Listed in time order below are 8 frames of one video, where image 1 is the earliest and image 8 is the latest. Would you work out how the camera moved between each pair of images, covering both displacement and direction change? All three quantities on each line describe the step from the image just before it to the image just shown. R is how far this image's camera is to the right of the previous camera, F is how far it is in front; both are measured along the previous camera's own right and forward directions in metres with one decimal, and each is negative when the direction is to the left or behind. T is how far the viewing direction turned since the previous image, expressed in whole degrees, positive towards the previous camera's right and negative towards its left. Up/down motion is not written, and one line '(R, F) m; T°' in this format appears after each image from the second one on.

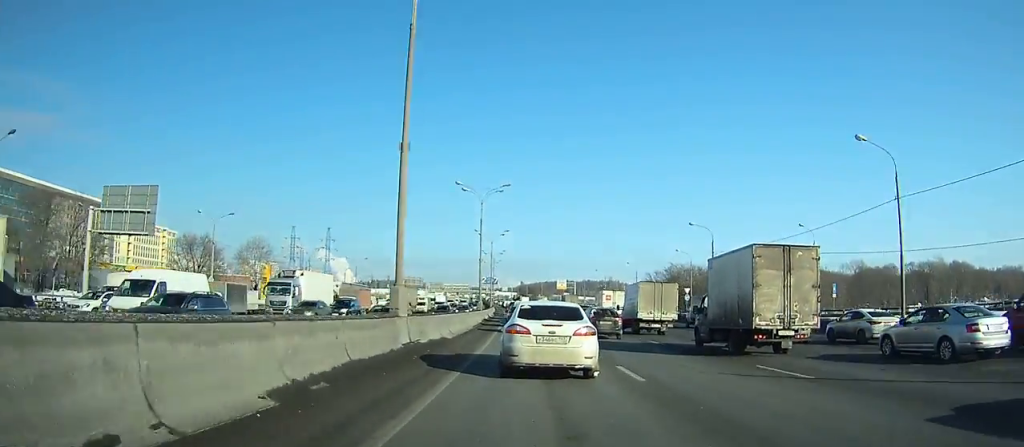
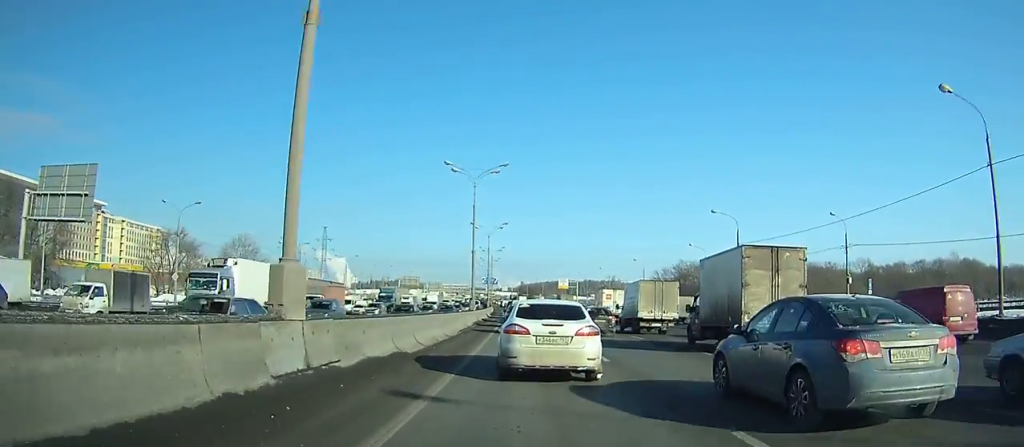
(+0.1, +7.8) m; 0°
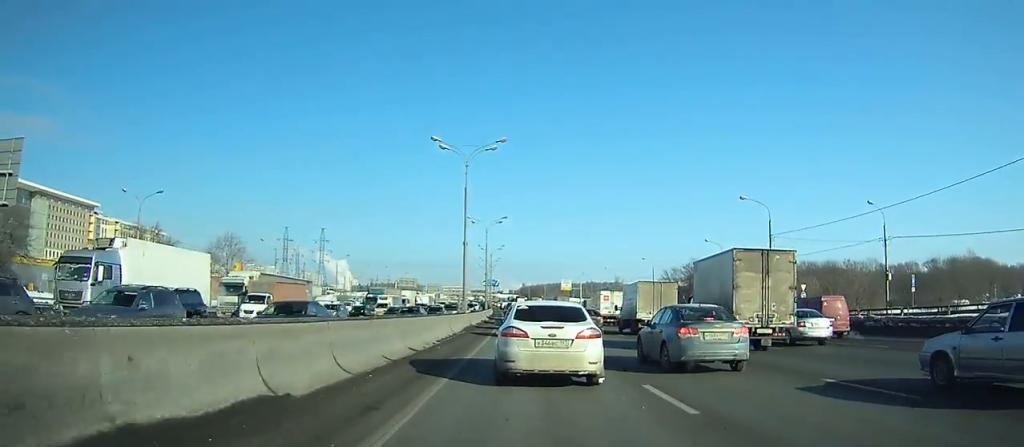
(0.0, +7.9) m; -1°
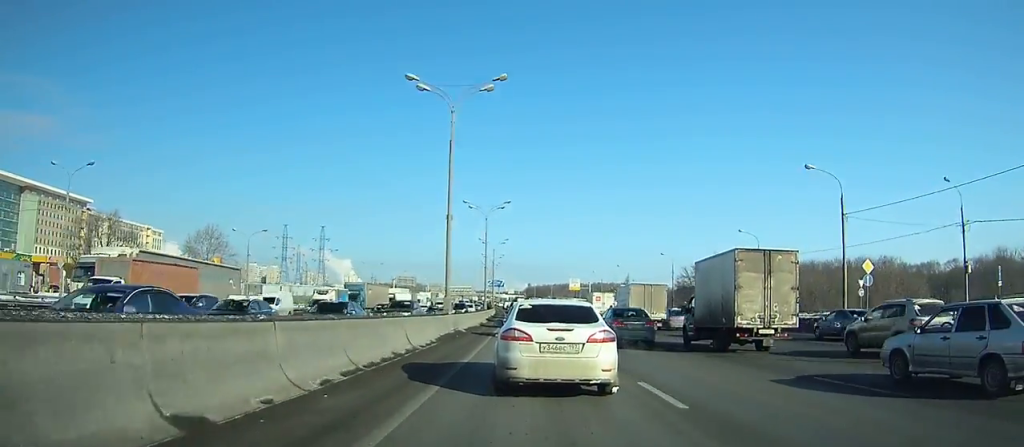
(-0.1, +11.9) m; -1°
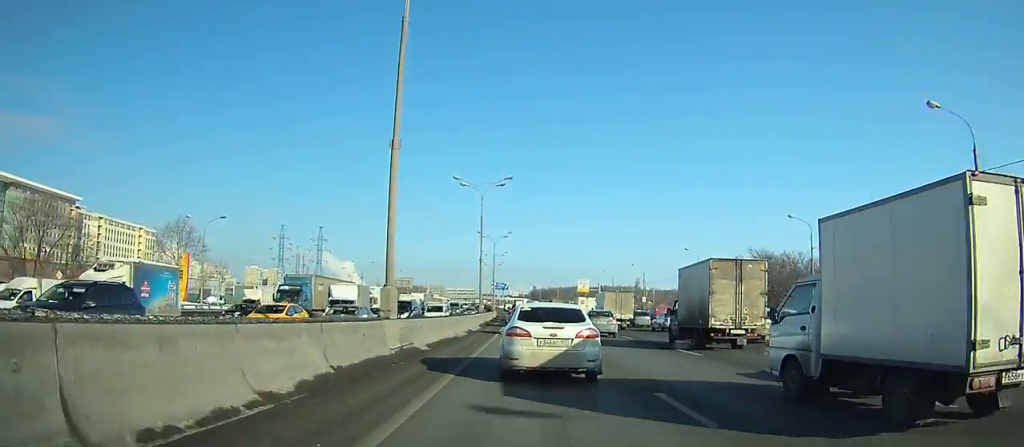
(-0.1, +14.2) m; 0°
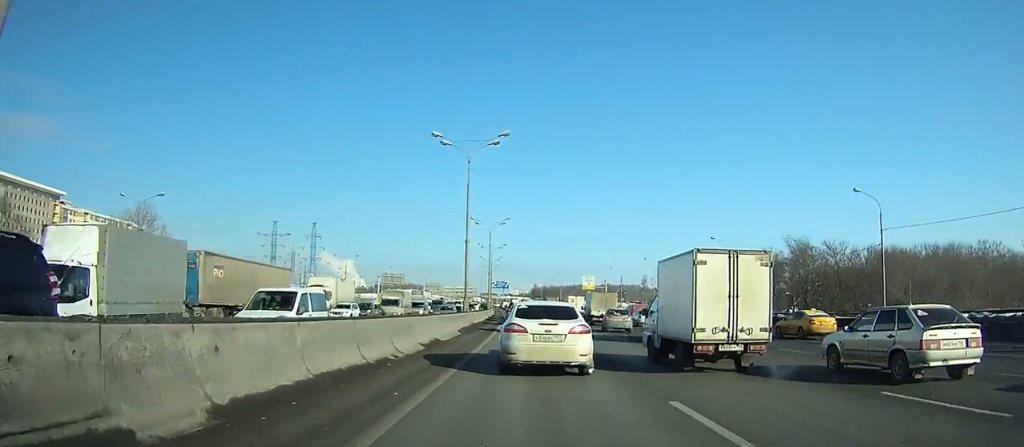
(0.0, +10.7) m; 0°
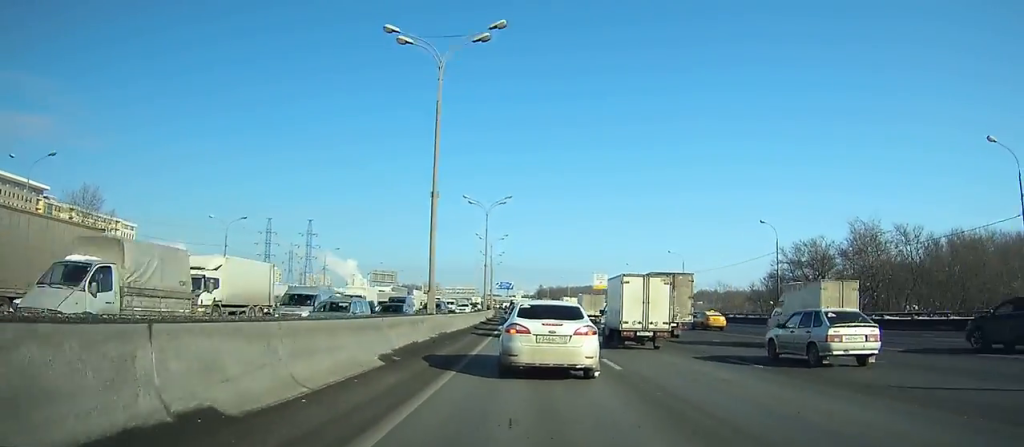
(-0.1, +11.7) m; -1°
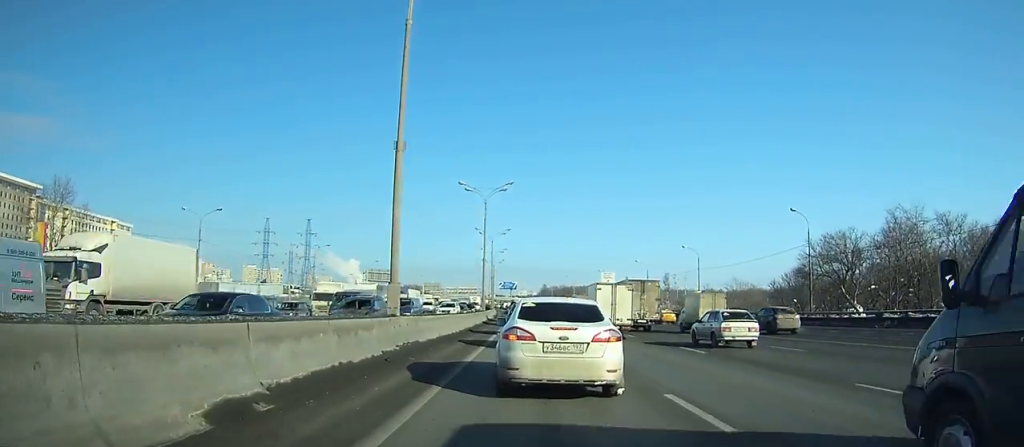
(-0.1, +6.6) m; -1°
